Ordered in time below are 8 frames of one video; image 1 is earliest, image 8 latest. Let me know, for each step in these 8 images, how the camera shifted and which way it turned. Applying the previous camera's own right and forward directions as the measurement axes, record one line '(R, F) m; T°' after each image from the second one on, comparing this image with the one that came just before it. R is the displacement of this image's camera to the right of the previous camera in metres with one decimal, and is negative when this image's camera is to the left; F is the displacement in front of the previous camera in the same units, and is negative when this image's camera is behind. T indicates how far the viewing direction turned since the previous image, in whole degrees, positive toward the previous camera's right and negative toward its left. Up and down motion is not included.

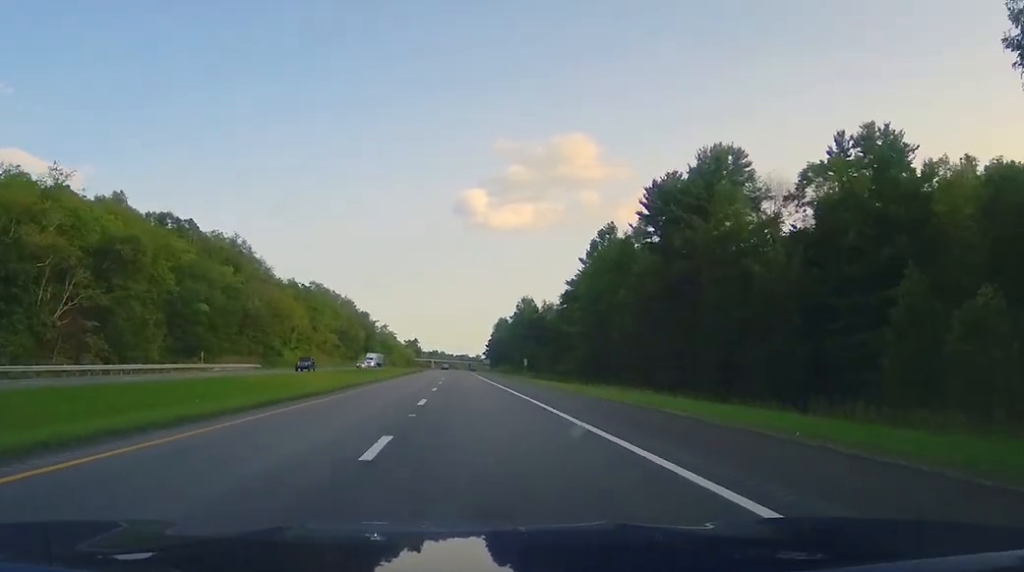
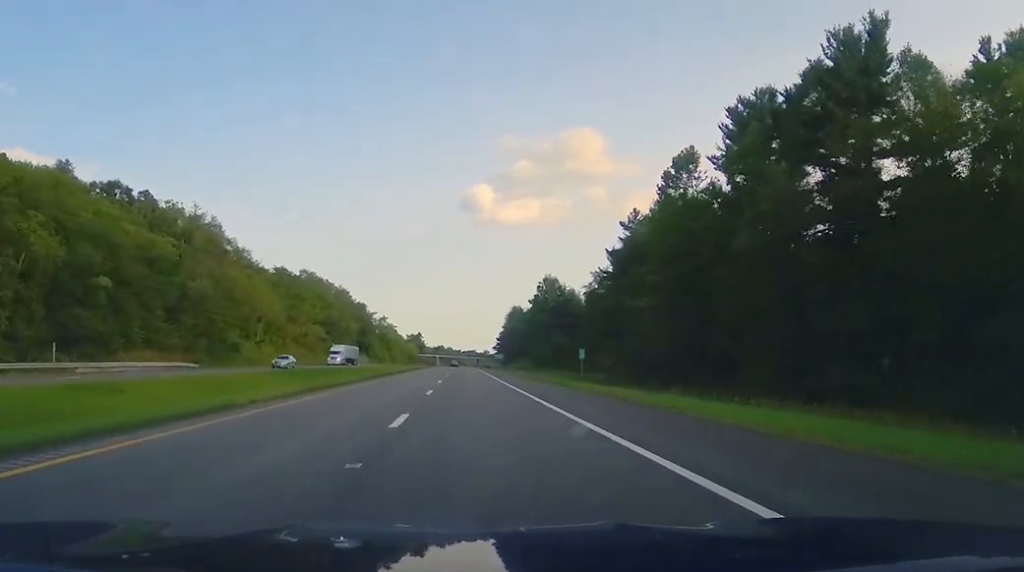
(+0.5, +32.7) m; +2°
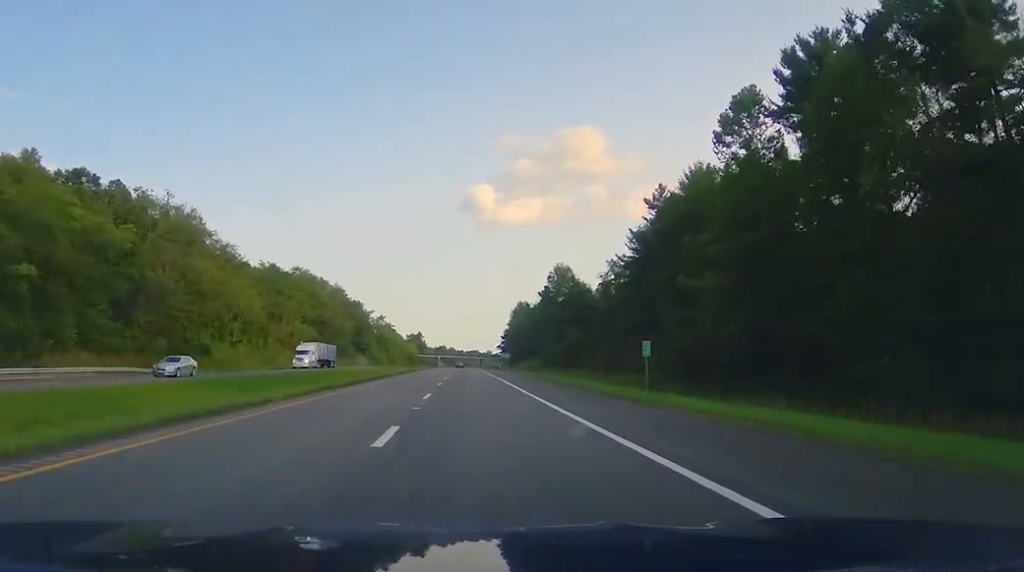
(+0.2, +15.1) m; +1°
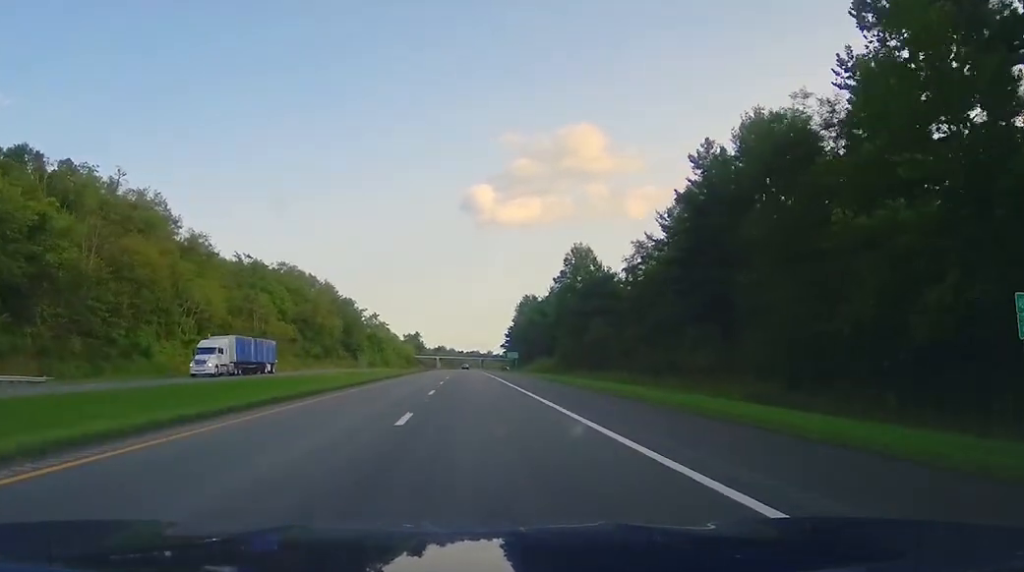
(0.0, +20.8) m; 0°
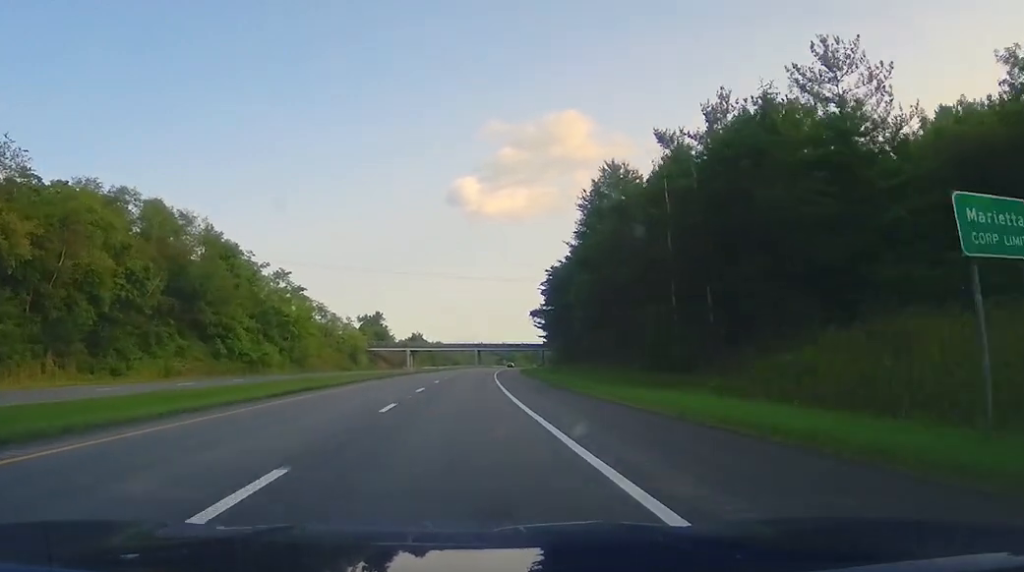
(0.0, +118.0) m; 0°
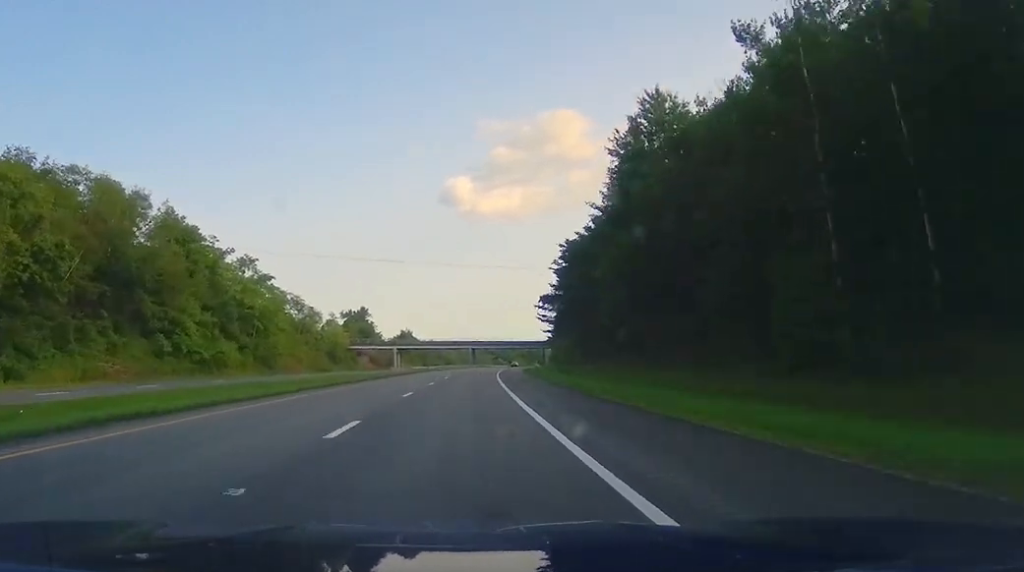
(0.0, +18.2) m; 0°
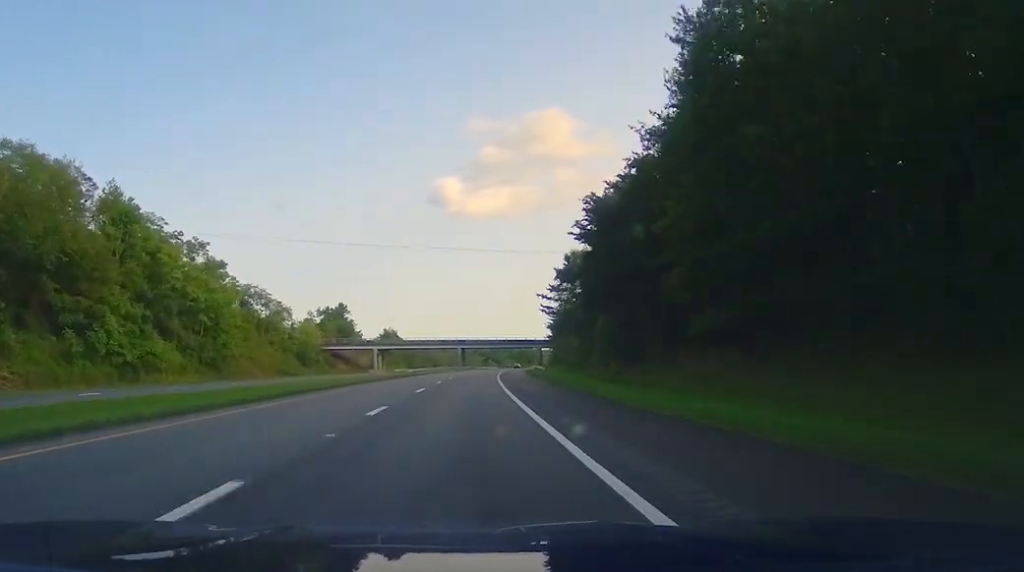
(0.0, +19.3) m; 0°
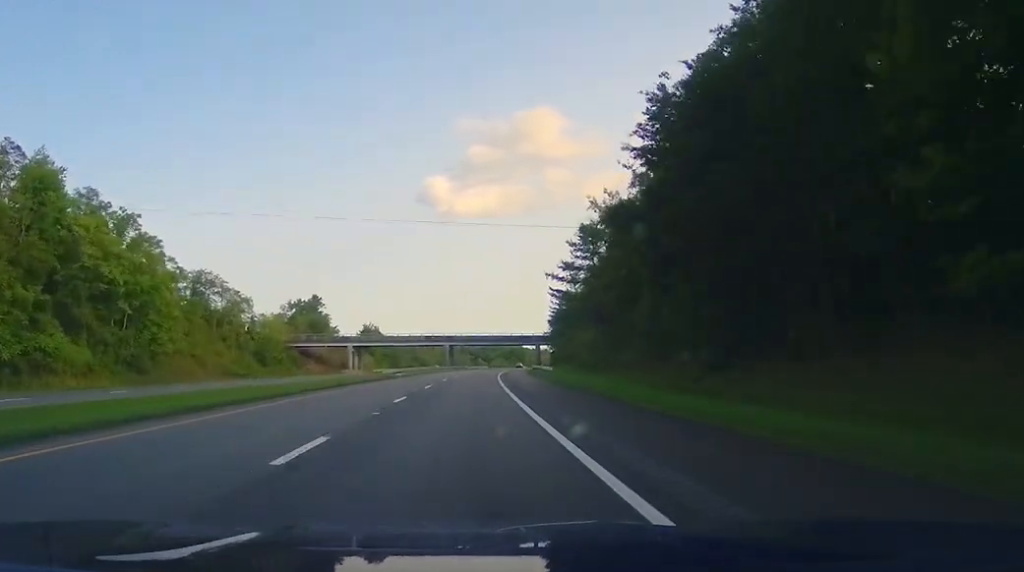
(0.0, +20.2) m; 0°
